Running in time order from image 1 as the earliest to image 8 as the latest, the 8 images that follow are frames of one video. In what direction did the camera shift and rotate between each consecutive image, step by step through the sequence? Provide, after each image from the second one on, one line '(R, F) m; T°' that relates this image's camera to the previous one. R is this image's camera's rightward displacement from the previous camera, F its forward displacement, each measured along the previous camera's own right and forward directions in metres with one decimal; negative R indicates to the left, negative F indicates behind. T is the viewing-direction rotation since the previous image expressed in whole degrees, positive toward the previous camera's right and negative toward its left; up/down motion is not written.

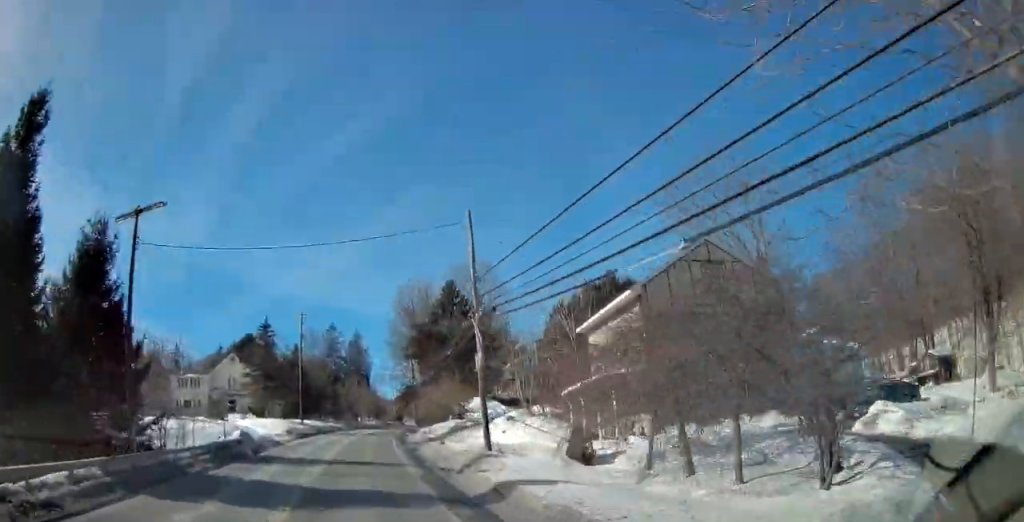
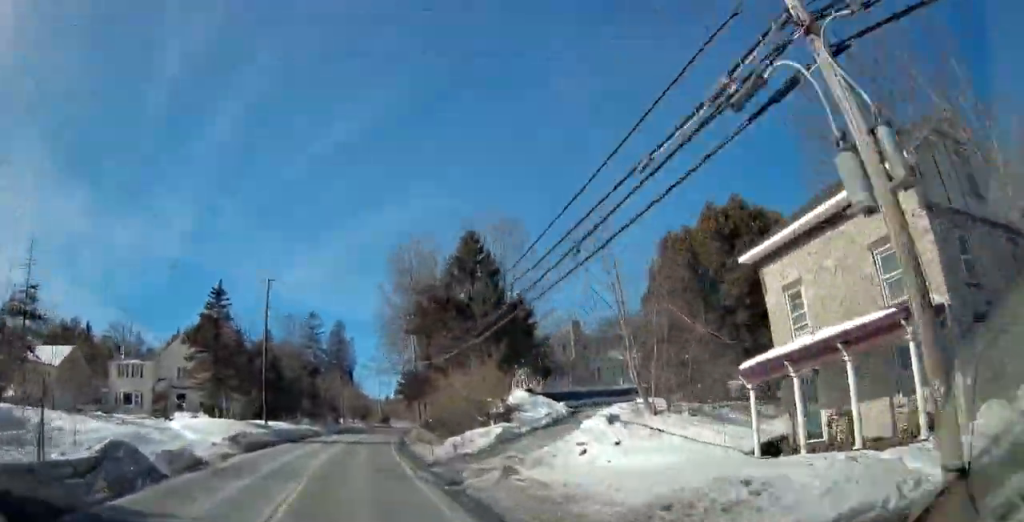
(0.0, +15.7) m; +2°
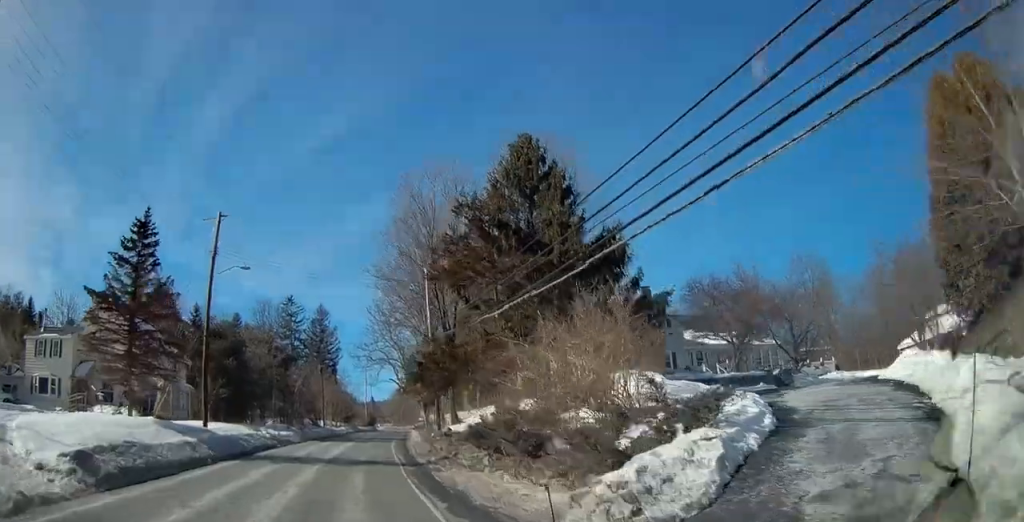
(+0.4, +15.0) m; +2°
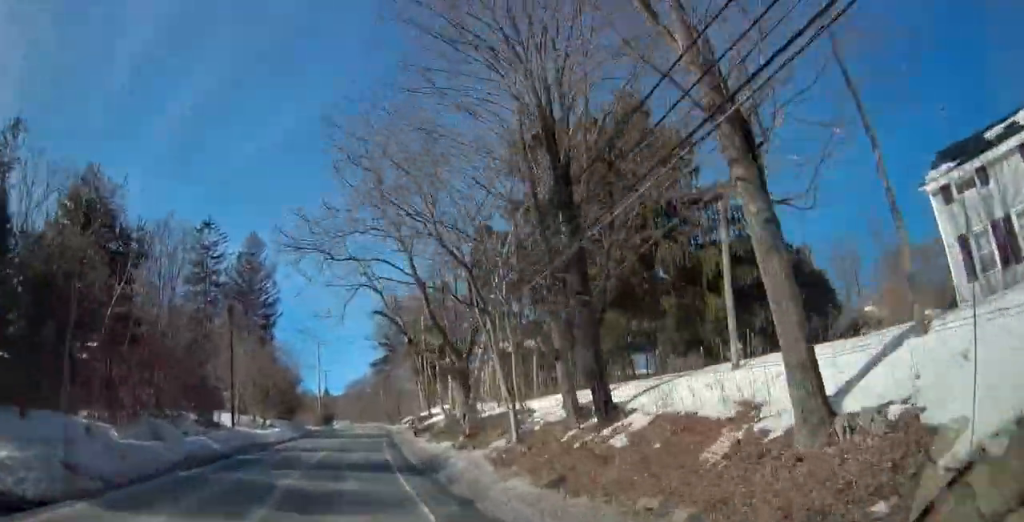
(+1.4, +35.5) m; +4°
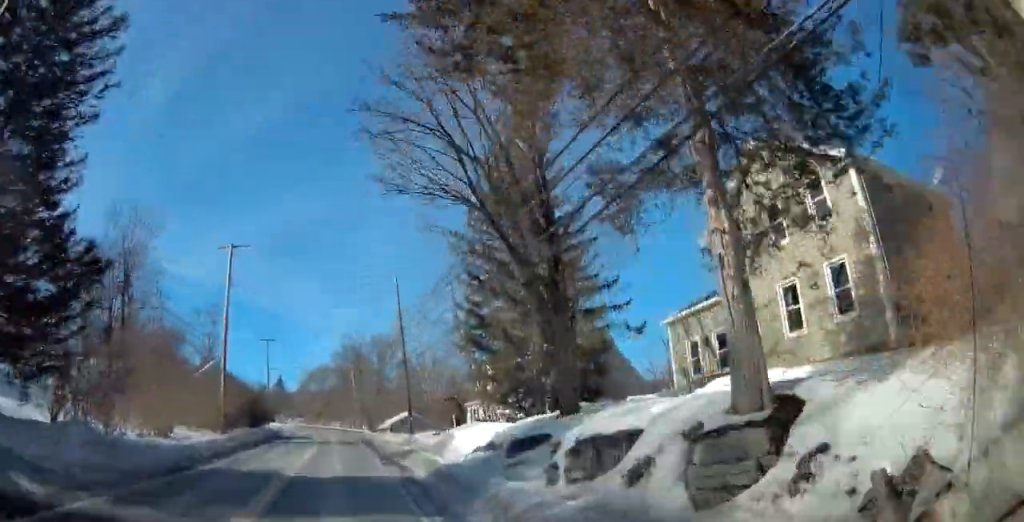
(+1.3, +44.2) m; +4°
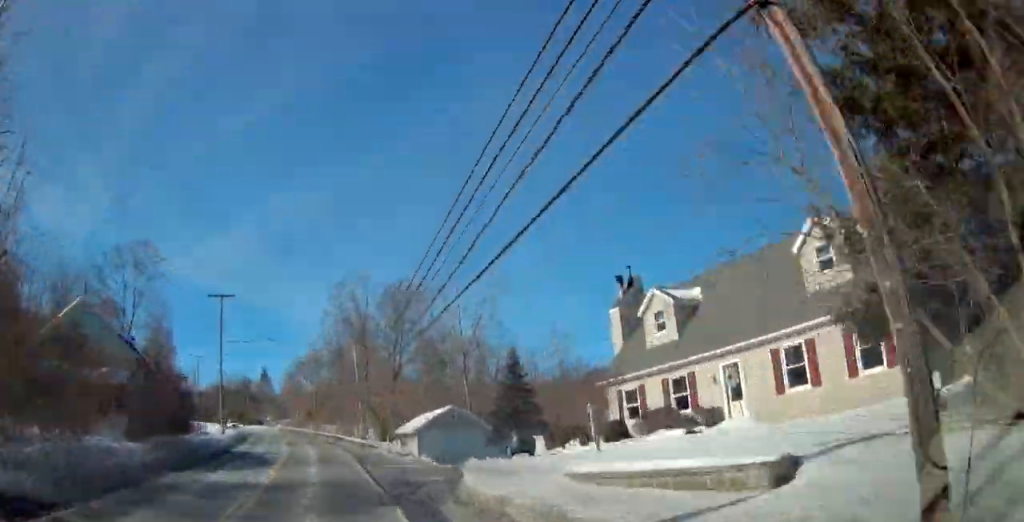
(+0.8, +28.3) m; 0°
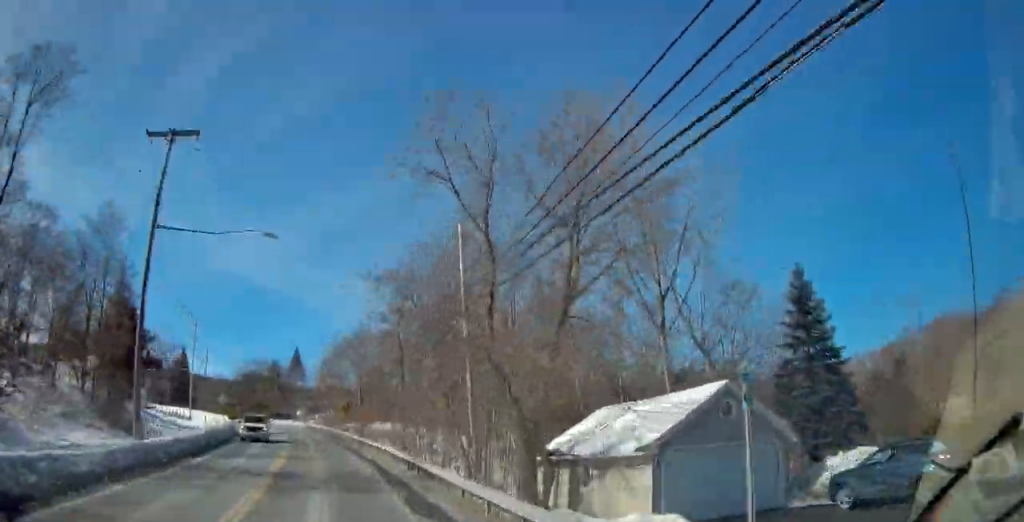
(-0.5, +28.1) m; -4°
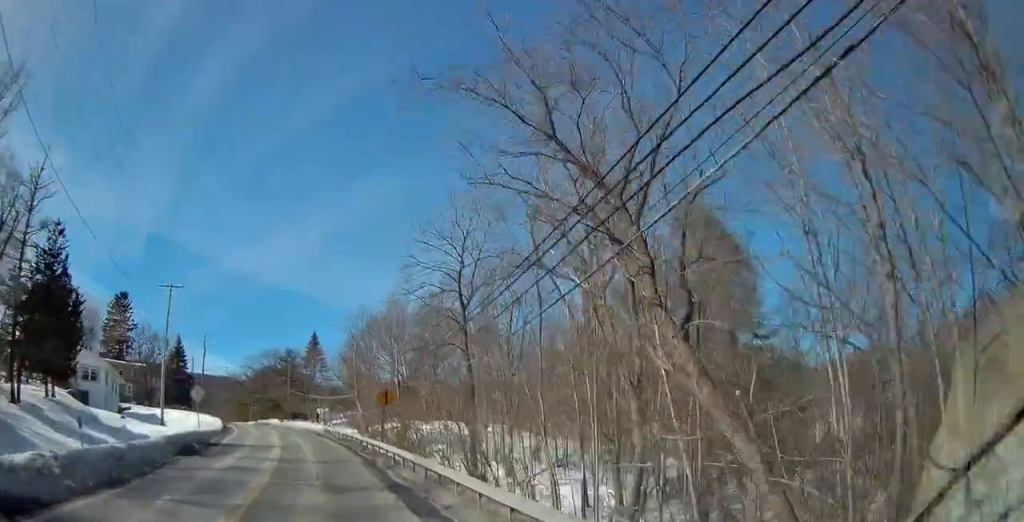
(-0.8, +19.3) m; -4°
